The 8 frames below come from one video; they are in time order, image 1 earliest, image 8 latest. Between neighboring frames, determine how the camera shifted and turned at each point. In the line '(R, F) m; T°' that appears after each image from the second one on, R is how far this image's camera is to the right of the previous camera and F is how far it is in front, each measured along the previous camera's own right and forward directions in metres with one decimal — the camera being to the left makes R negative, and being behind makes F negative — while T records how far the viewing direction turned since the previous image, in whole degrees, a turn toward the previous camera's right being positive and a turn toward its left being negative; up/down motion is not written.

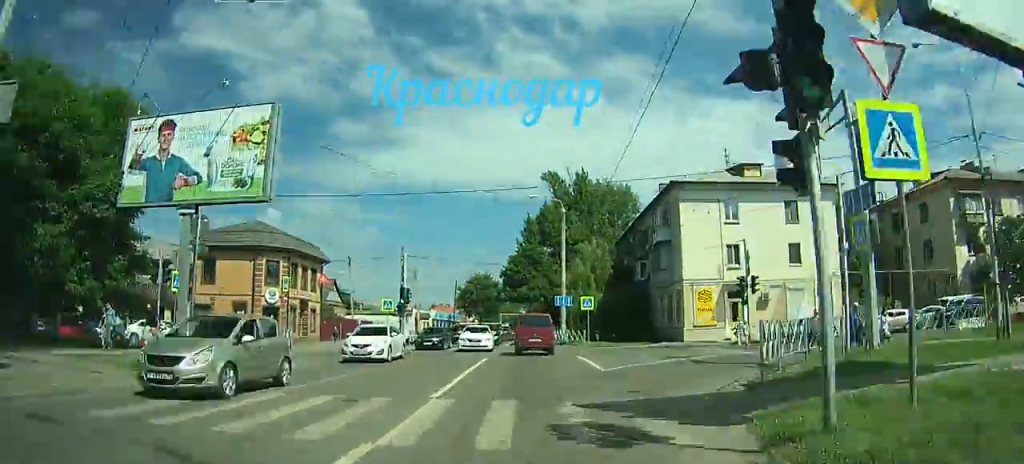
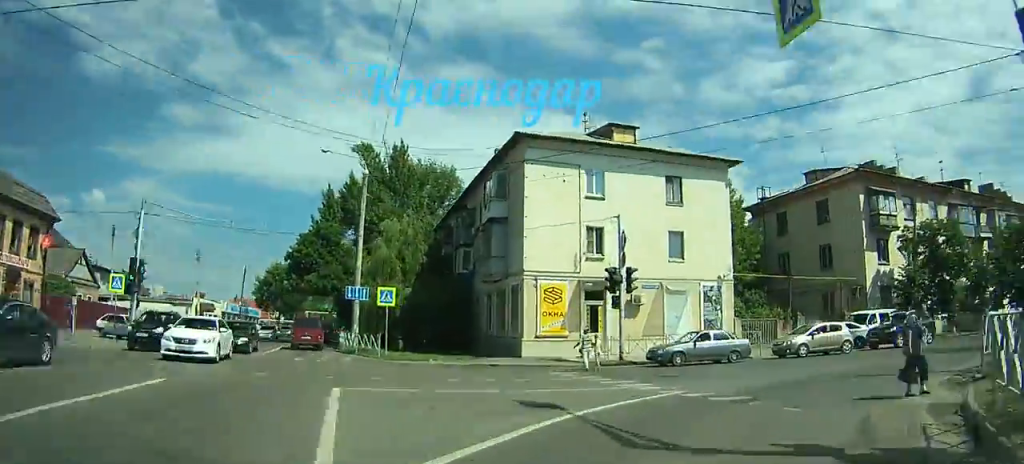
(+1.8, +11.8) m; +14°
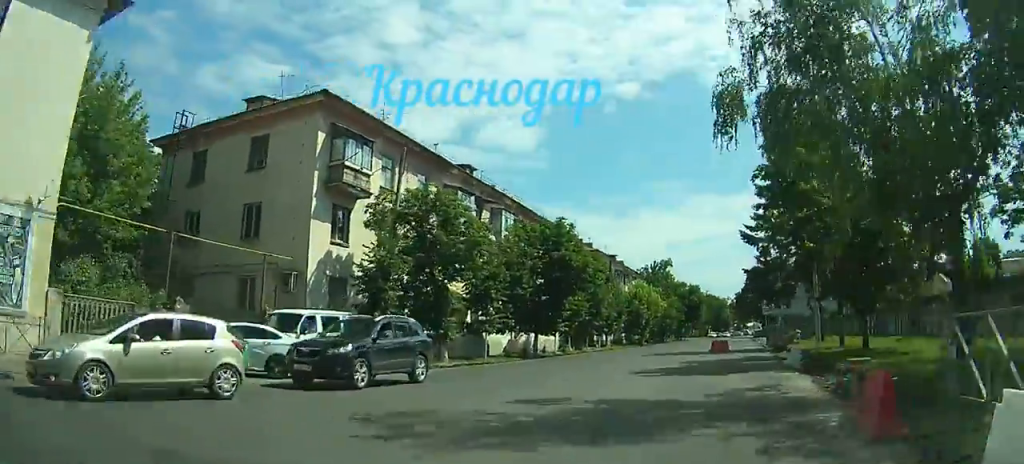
(+1.9, +19.4) m; +13°
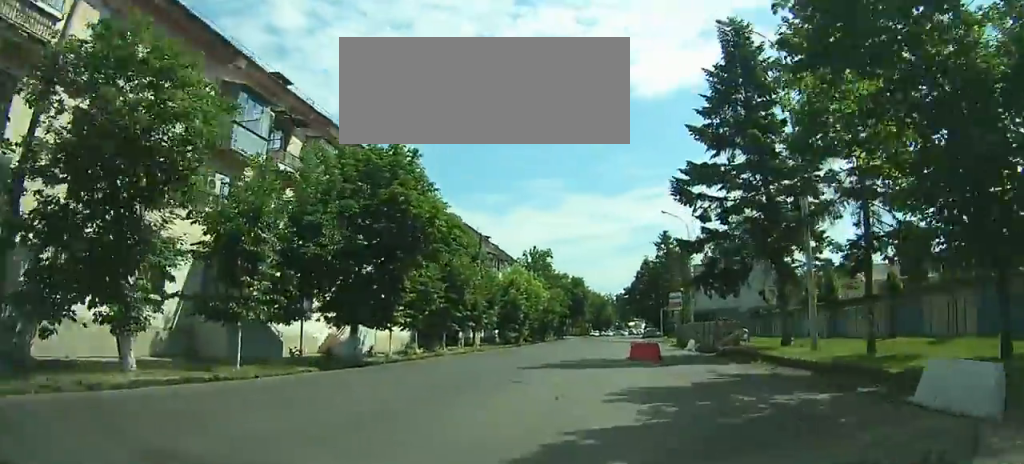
(-0.2, +13.1) m; +15°
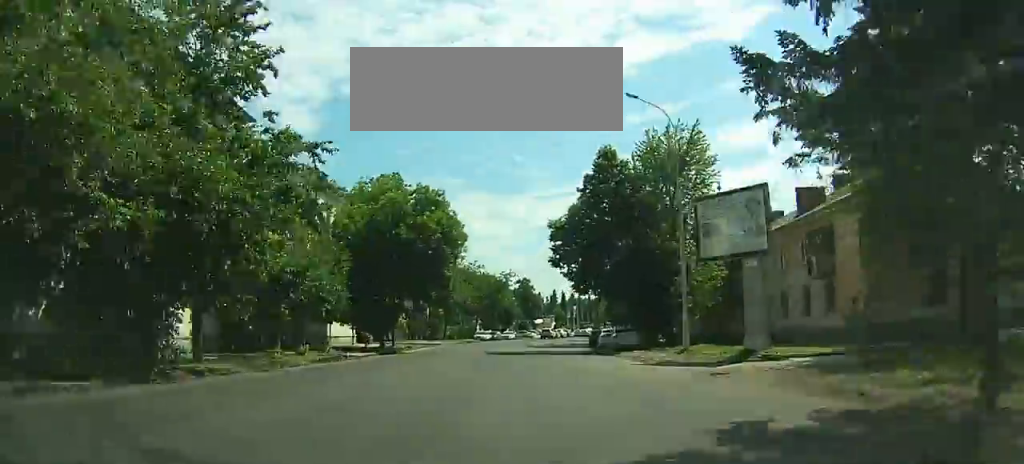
(+21.9, +55.1) m; +26°
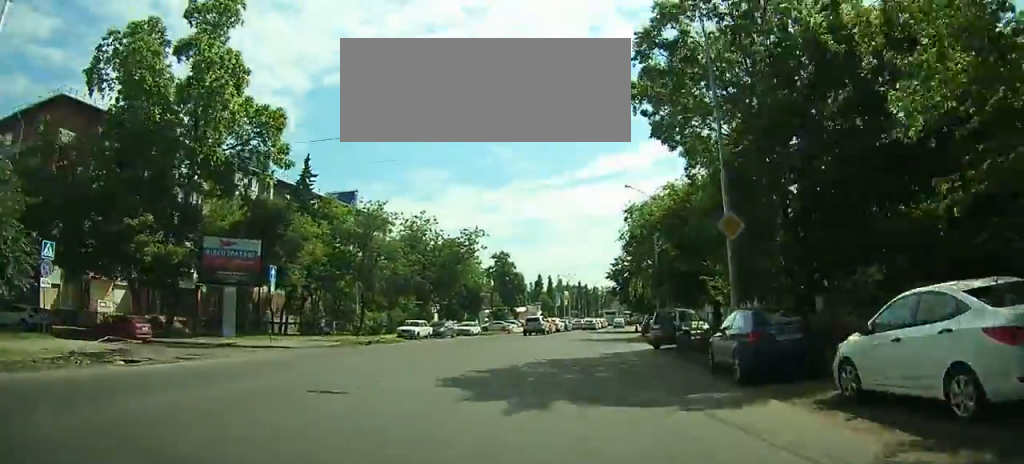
(-0.2, +38.0) m; +3°
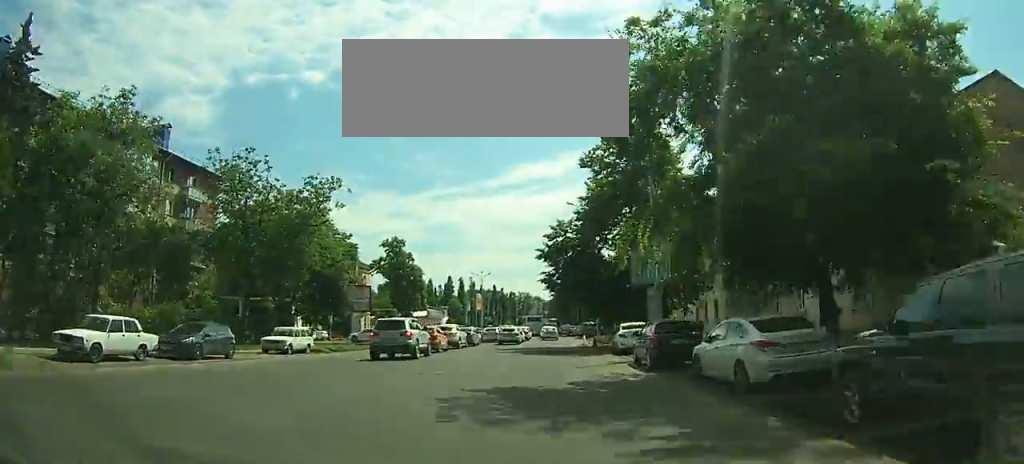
(+1.9, +27.5) m; +4°
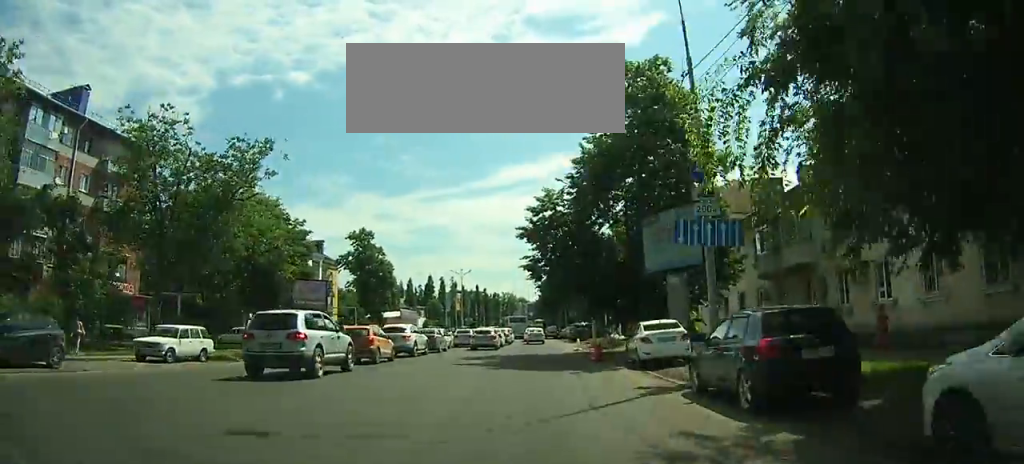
(+0.5, +9.2) m; 0°
